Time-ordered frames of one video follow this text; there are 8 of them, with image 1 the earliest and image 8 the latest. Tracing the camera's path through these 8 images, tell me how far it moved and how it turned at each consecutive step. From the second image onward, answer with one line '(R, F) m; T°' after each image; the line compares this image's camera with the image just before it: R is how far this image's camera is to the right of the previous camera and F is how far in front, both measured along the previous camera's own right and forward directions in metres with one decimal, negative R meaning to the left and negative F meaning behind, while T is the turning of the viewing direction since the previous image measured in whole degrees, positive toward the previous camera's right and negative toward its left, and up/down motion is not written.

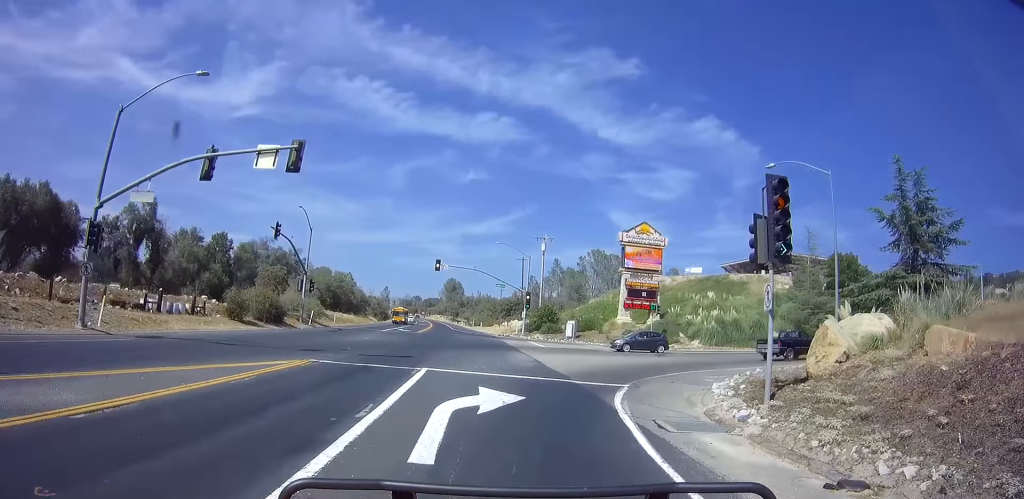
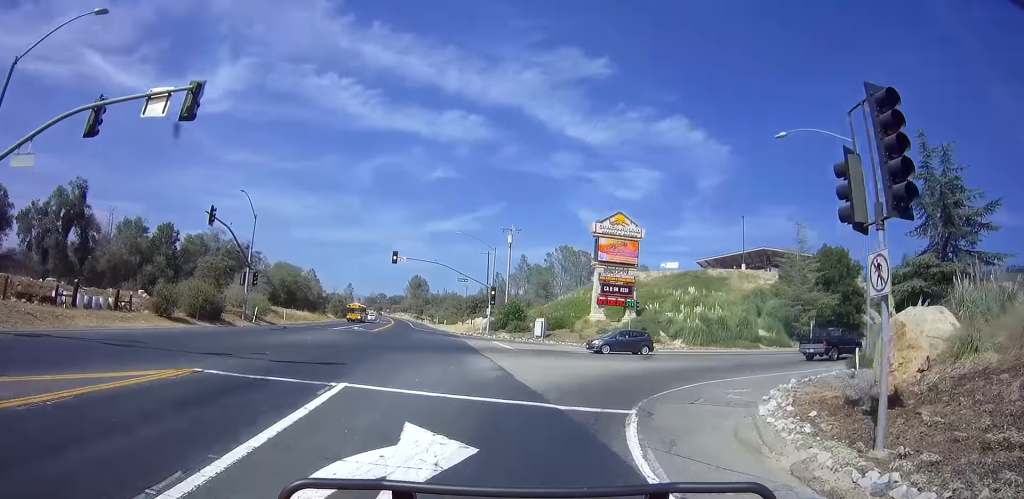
(0.0, +5.5) m; +2°
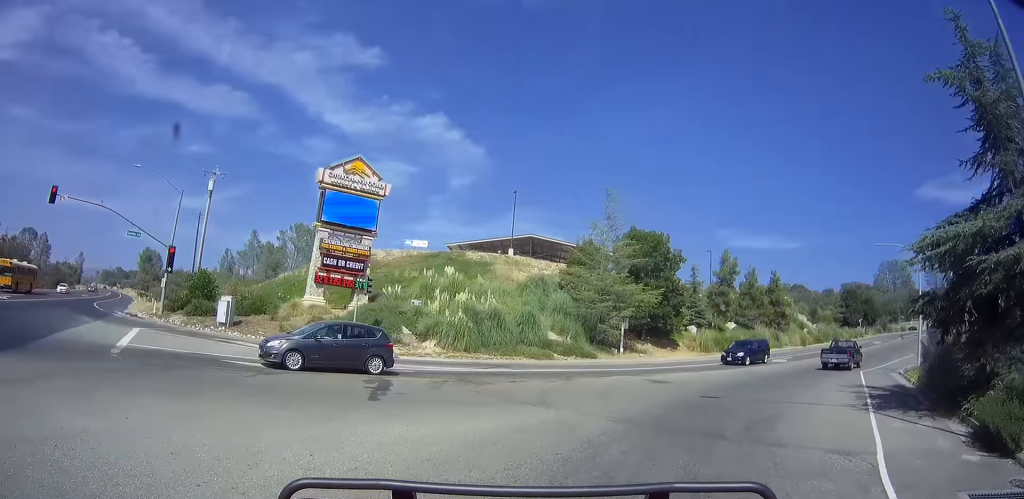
(+2.9, +17.5) m; +27°
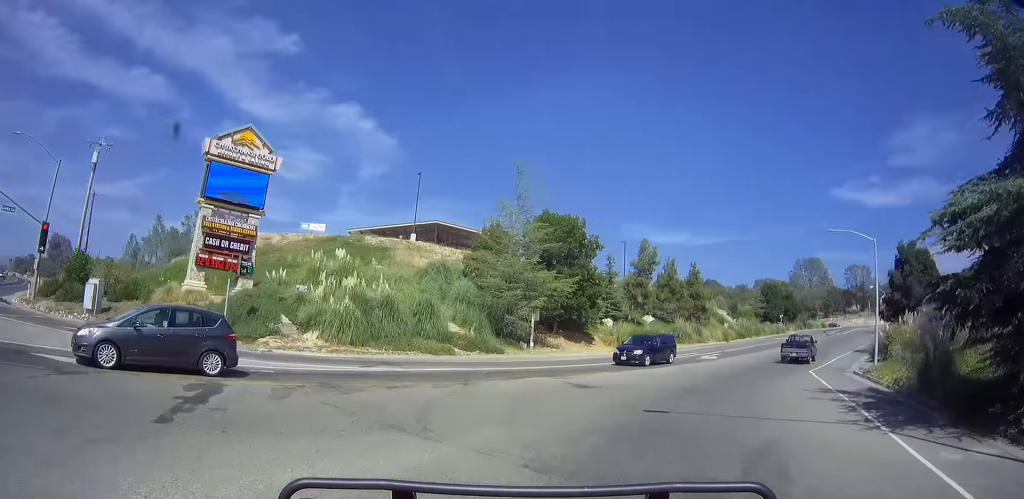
(+0.6, +4.2) m; +11°
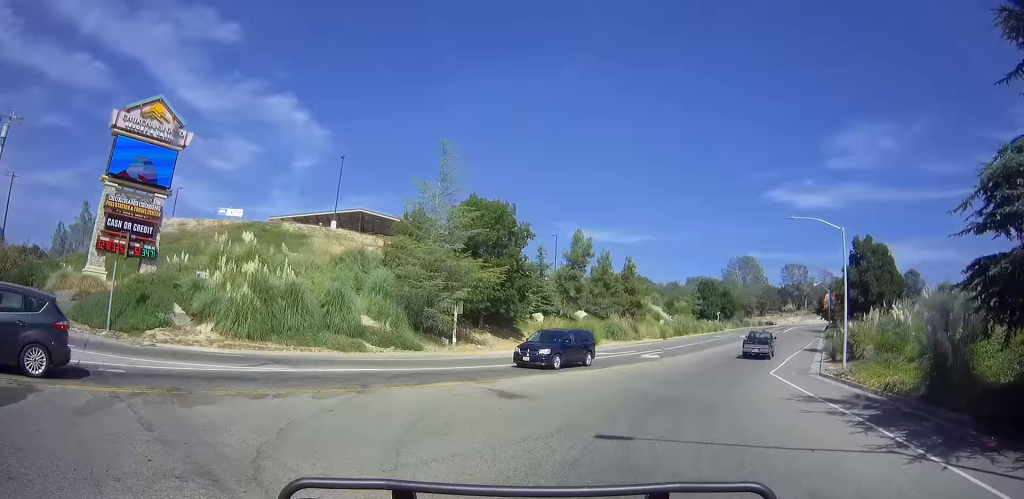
(+0.2, +3.5) m; +9°
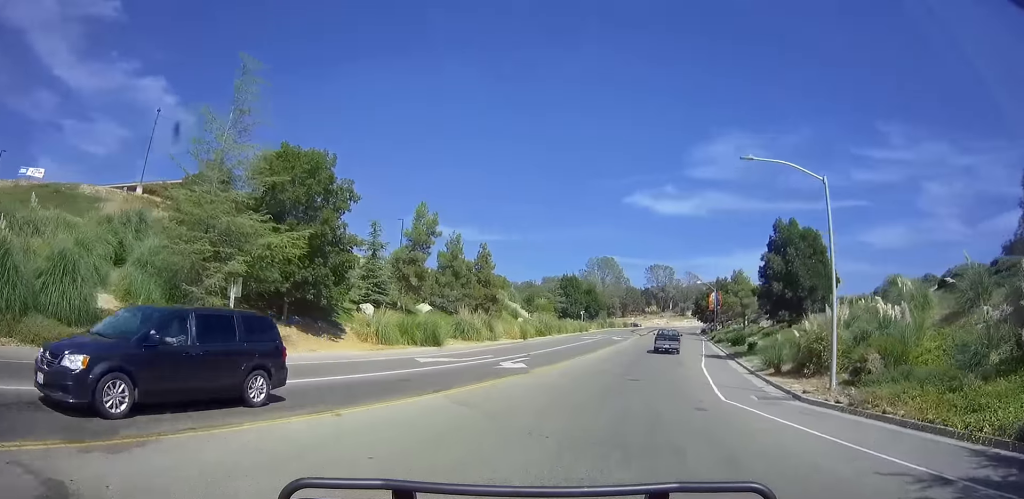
(+1.9, +10.0) m; +18°
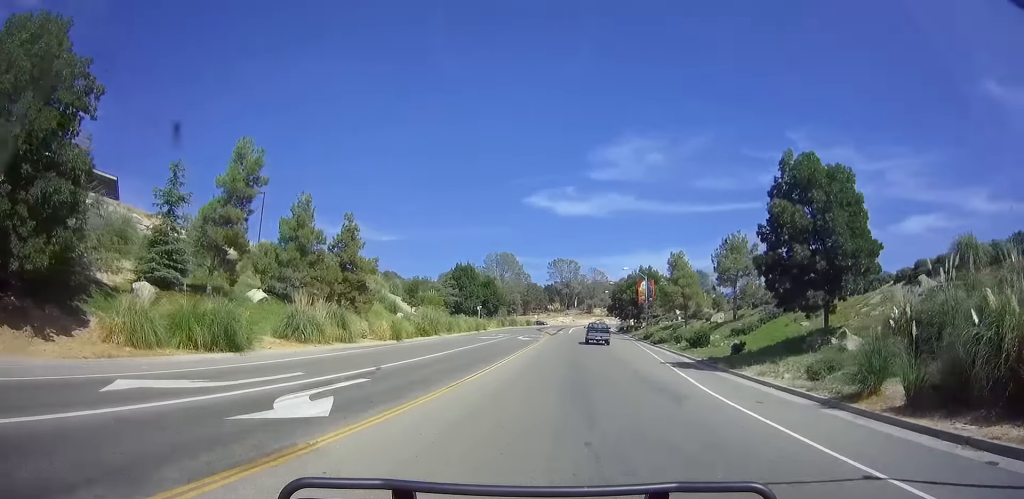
(+1.4, +14.2) m; +8°
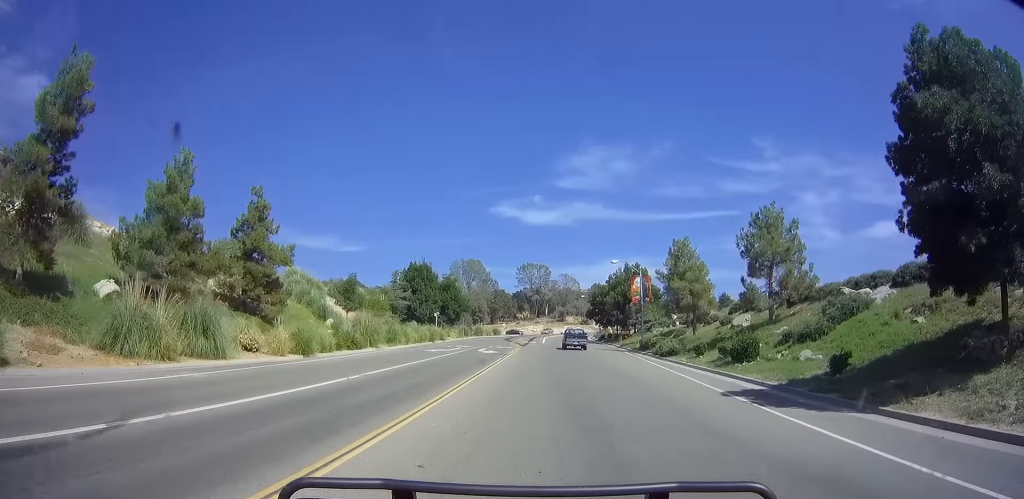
(+0.3, +11.3) m; +4°
